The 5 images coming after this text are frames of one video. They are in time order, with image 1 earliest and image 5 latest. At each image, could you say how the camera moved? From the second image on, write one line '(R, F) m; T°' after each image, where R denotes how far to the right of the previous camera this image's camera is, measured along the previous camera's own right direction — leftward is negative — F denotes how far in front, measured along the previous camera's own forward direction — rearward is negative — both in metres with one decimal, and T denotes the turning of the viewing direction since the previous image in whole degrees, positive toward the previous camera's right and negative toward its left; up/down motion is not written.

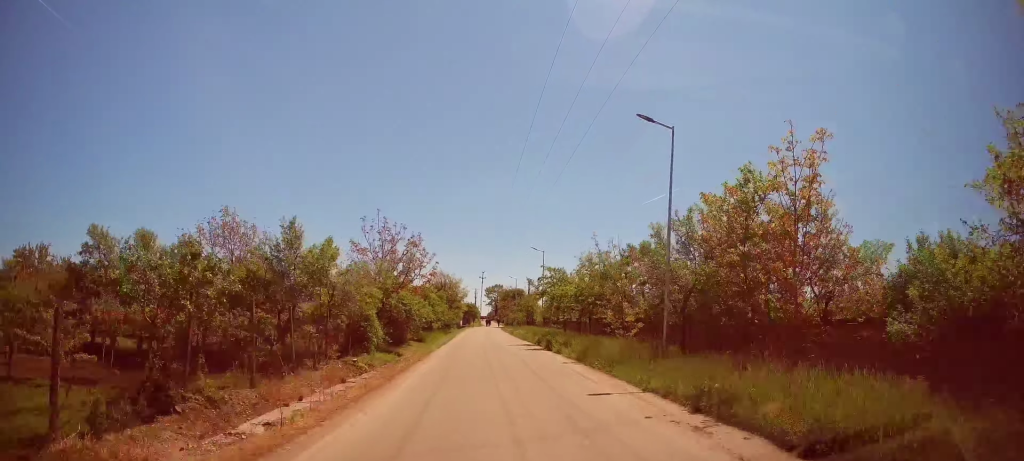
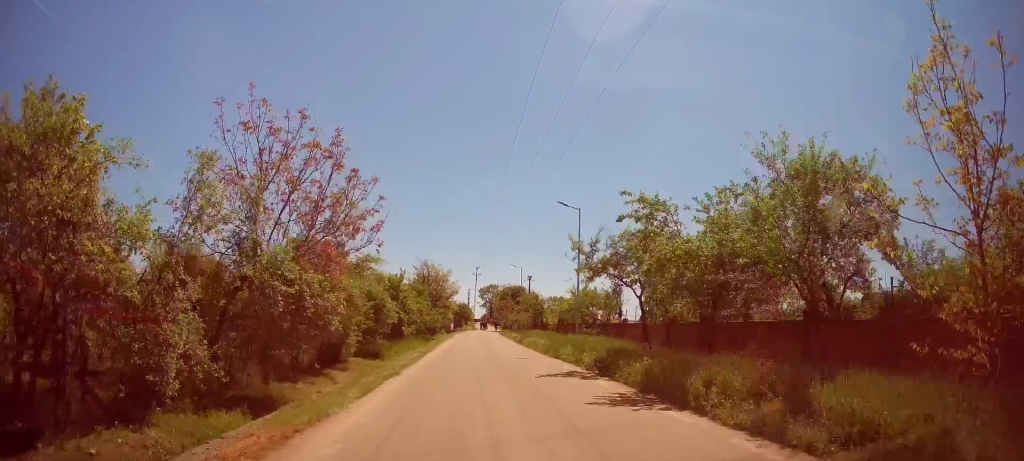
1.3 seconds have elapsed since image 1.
(+0.2, +15.7) m; 0°
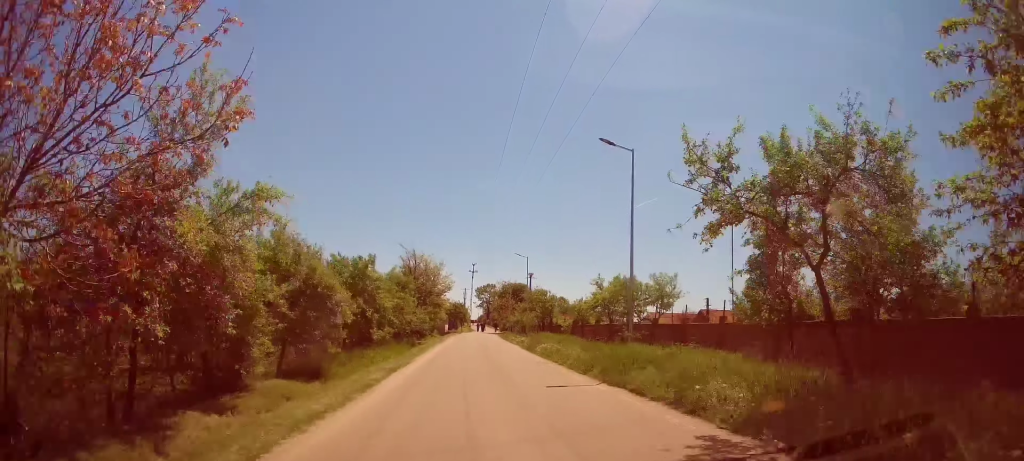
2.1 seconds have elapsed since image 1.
(0.0, +8.6) m; -1°
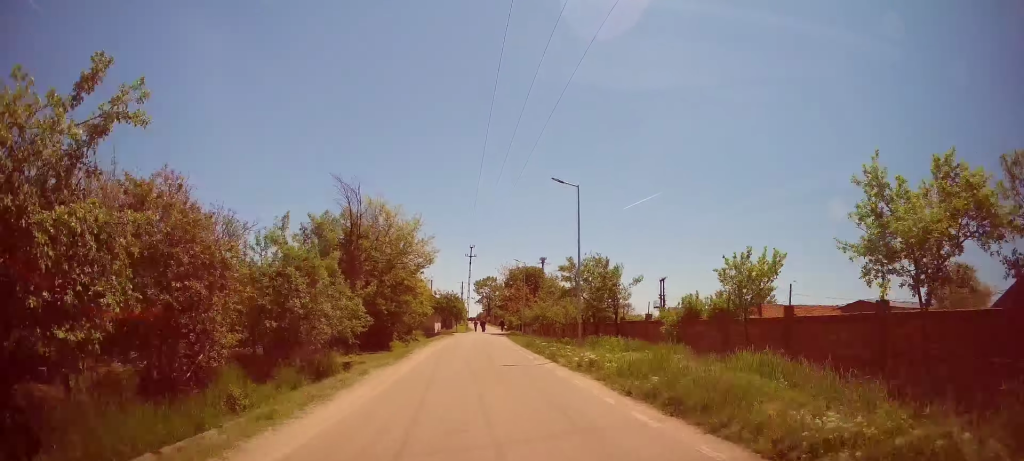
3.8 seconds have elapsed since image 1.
(0.0, +20.8) m; +3°
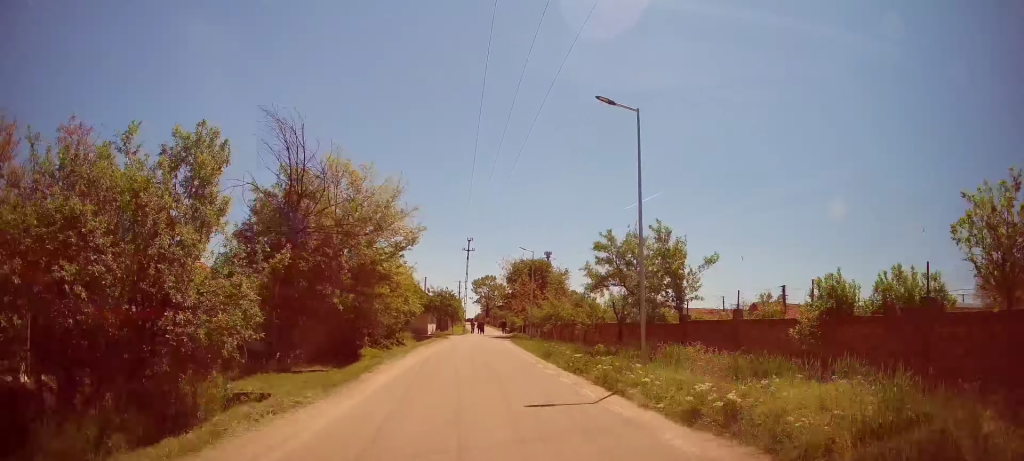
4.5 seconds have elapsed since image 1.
(+0.3, +7.8) m; +1°
